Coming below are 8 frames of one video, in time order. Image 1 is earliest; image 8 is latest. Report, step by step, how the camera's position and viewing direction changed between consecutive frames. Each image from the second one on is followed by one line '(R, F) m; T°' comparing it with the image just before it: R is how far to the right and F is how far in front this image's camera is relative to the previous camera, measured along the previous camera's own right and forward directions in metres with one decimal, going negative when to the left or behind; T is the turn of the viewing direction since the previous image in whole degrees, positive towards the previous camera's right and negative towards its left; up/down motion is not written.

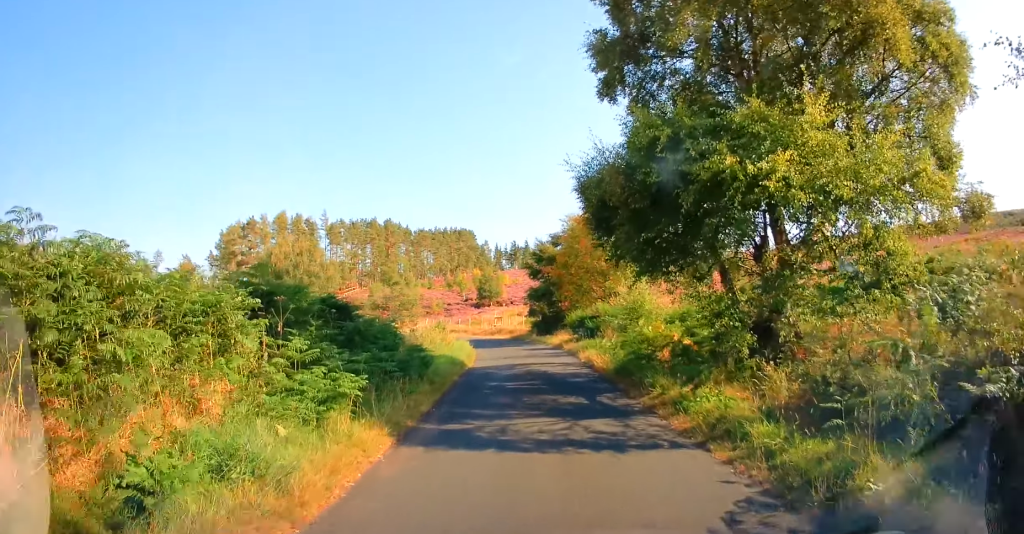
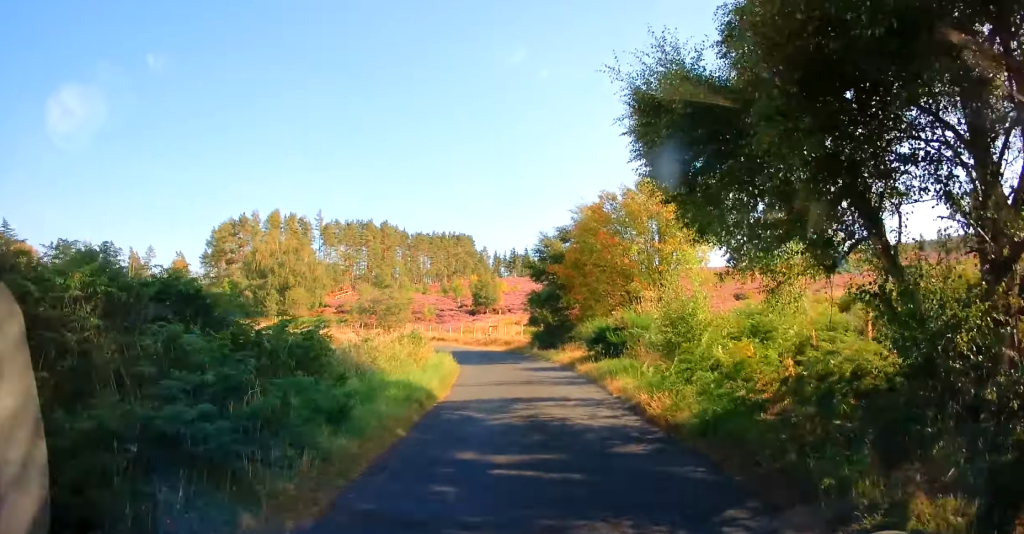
(+0.2, +6.4) m; -1°
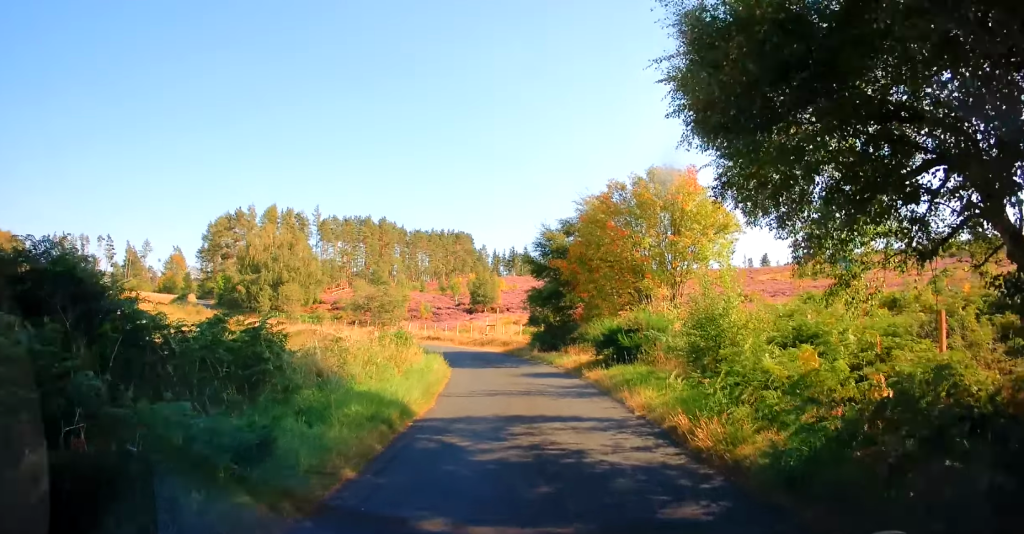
(0.0, +2.2) m; -1°
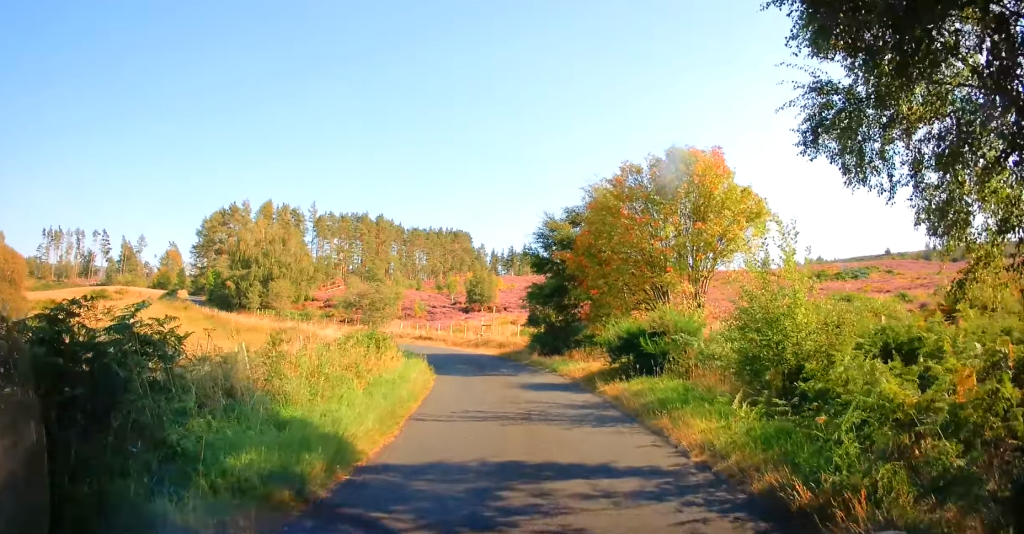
(-0.1, +2.9) m; 0°
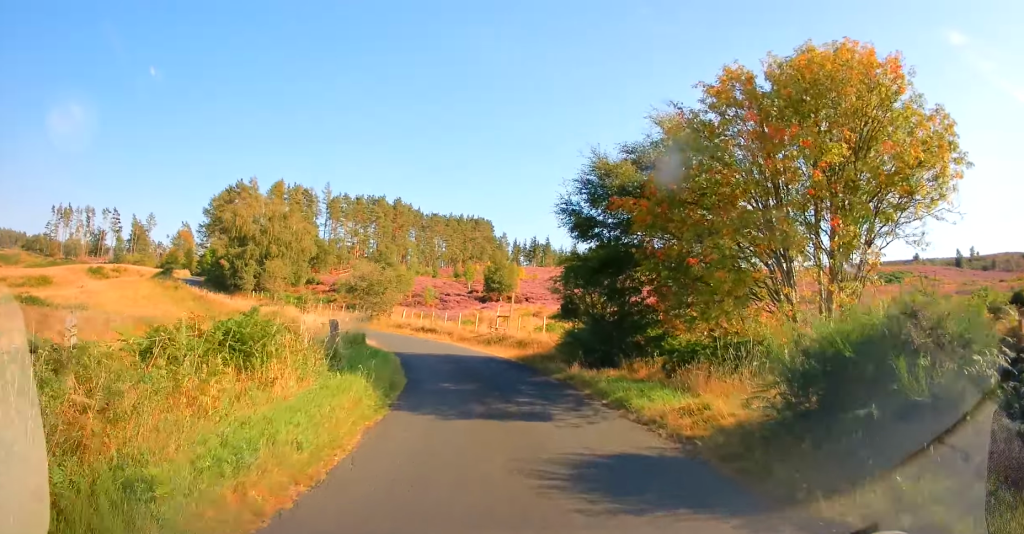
(0.0, +7.7) m; -4°
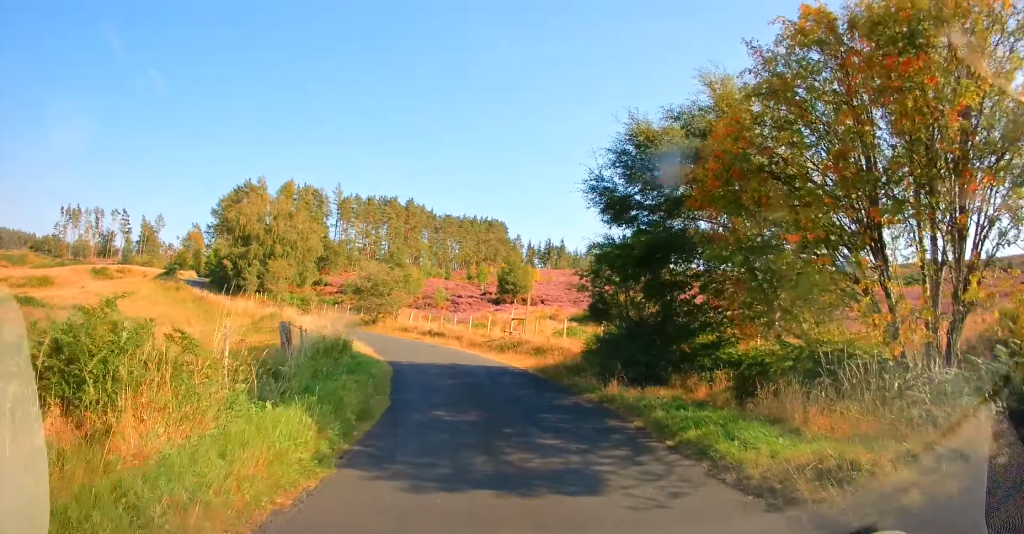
(-0.3, +3.1) m; -2°
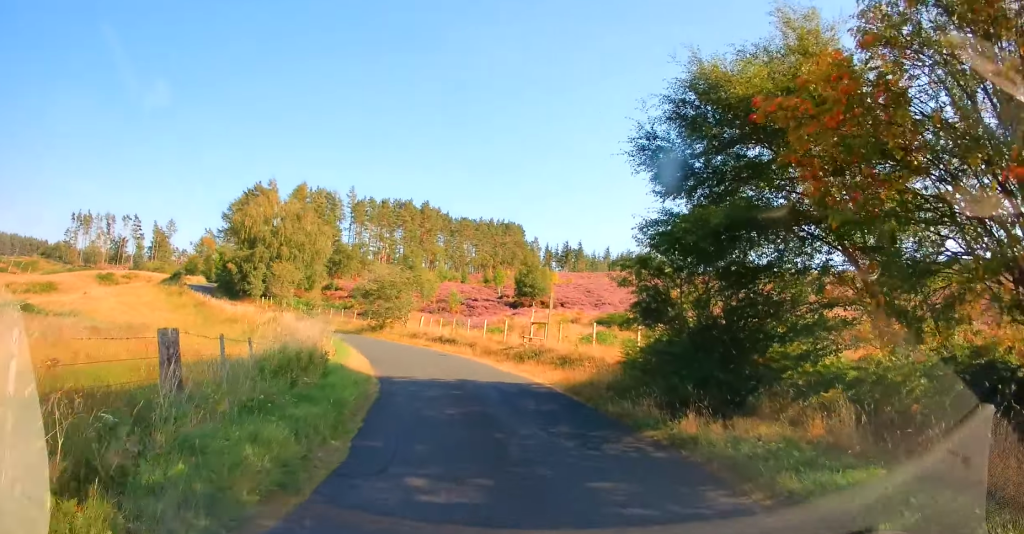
(+0.1, +3.3) m; 0°
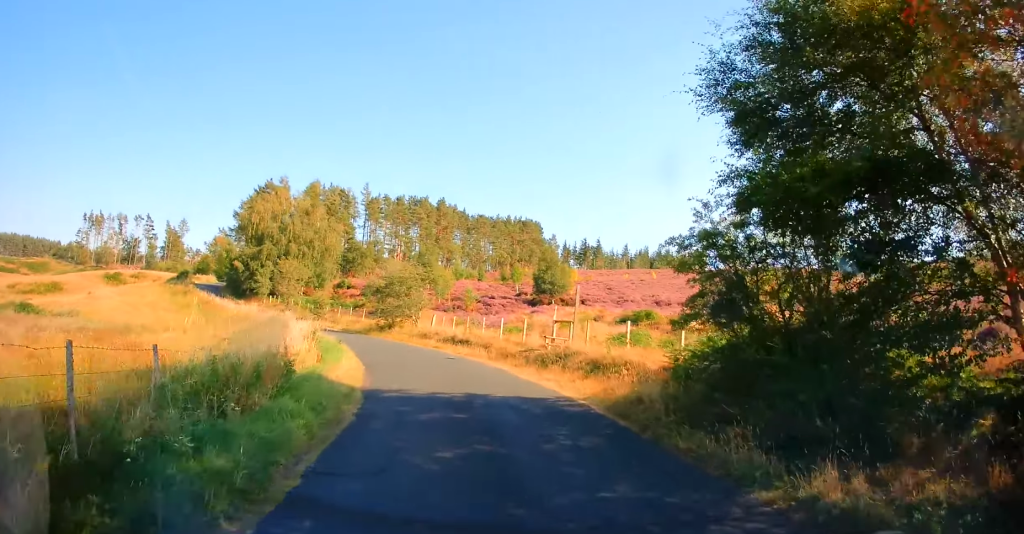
(+0.1, +2.8) m; 0°
